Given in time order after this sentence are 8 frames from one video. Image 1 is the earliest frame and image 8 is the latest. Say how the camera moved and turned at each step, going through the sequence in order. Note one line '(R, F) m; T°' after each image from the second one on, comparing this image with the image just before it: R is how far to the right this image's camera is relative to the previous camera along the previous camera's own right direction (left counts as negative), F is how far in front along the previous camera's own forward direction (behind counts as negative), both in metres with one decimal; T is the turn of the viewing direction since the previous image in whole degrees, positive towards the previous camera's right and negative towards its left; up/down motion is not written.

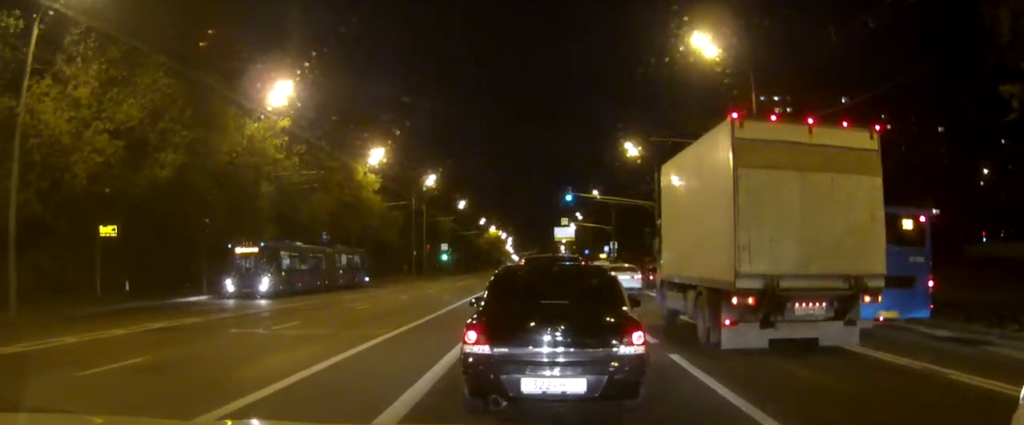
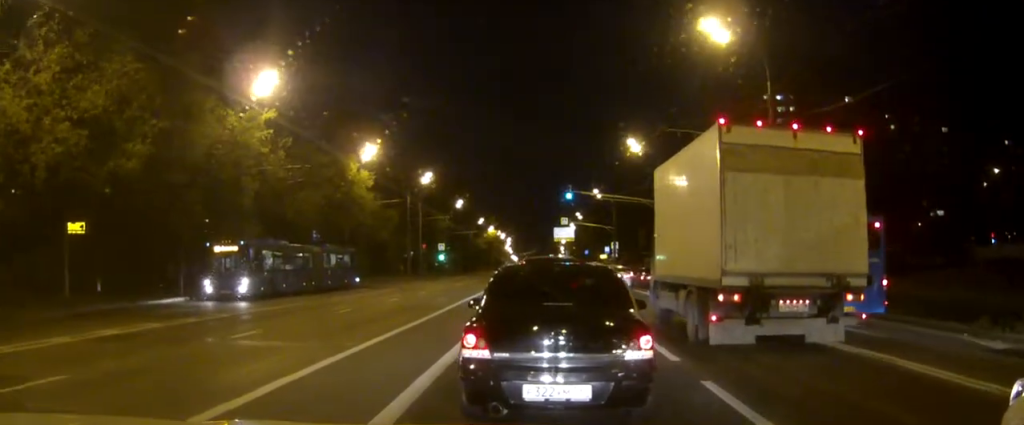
(0.0, 0.0) m; 0°
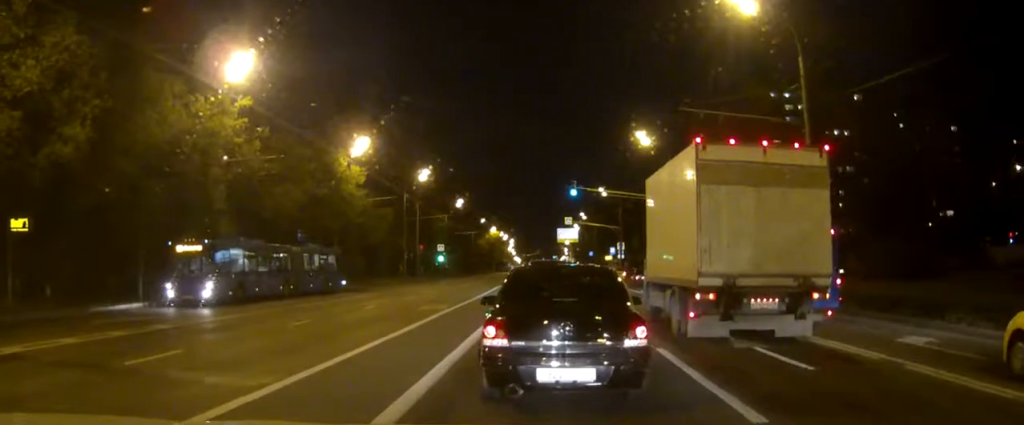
(0.0, 0.0) m; 0°
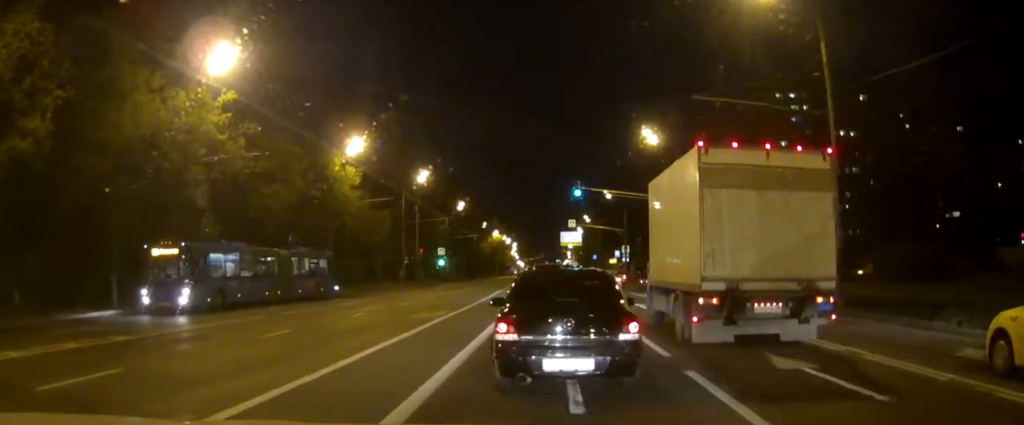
(0.0, 0.0) m; 0°
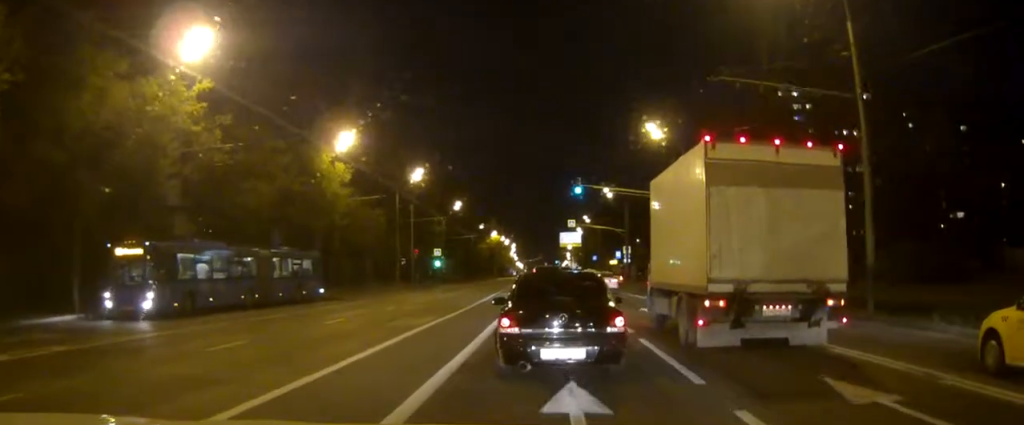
(0.0, +1.4) m; 0°
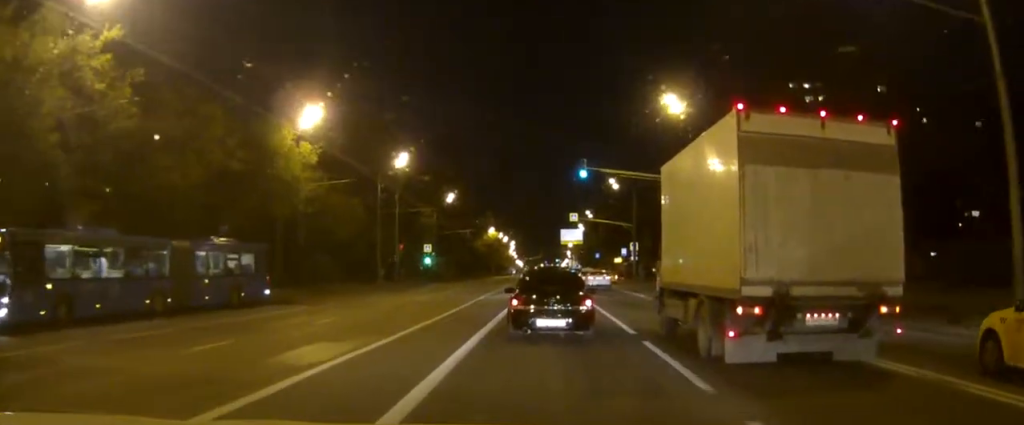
(0.0, +7.2) m; -1°
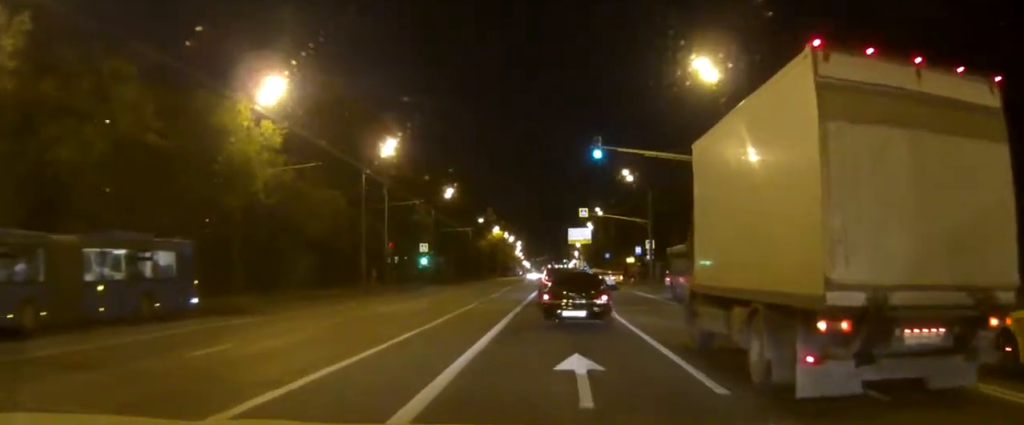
(-0.1, +8.0) m; -1°
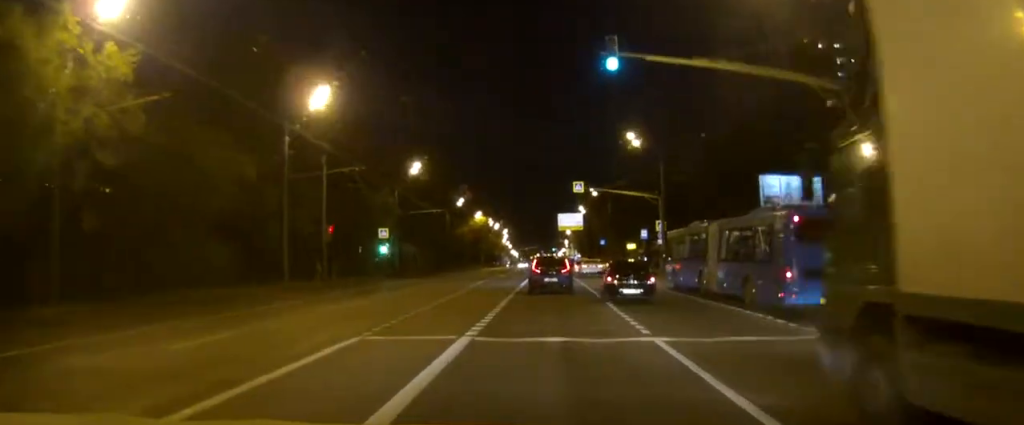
(+0.2, +15.3) m; +1°
